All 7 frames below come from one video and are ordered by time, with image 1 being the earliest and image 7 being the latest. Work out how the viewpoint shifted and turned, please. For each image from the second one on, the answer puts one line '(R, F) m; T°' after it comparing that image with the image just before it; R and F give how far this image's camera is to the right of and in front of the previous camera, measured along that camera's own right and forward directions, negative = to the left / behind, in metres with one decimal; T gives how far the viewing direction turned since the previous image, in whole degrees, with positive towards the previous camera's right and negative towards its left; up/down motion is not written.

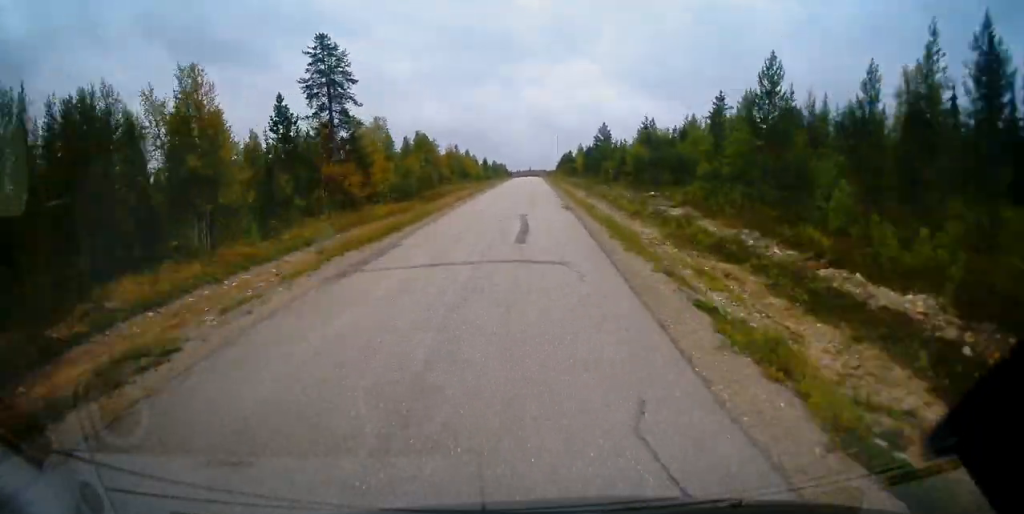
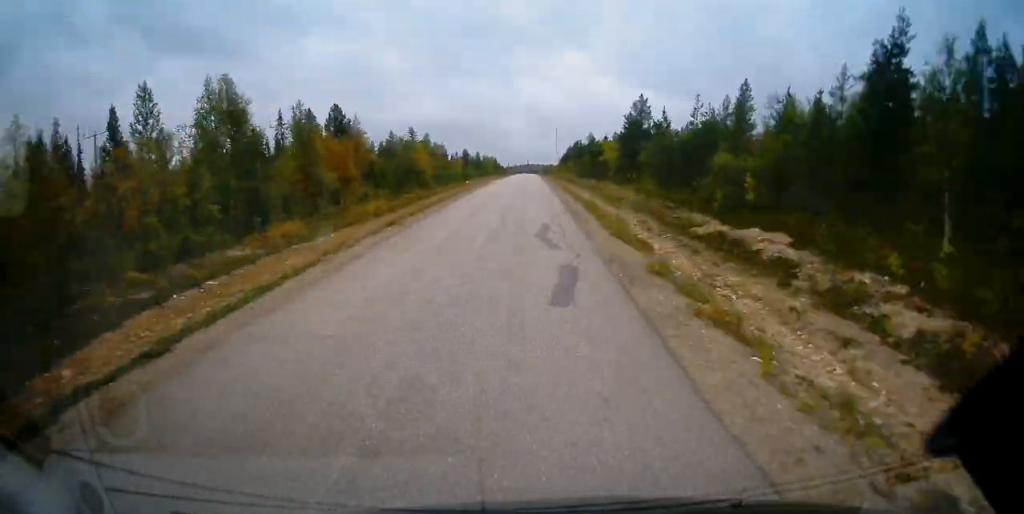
(+0.1, +51.5) m; 0°
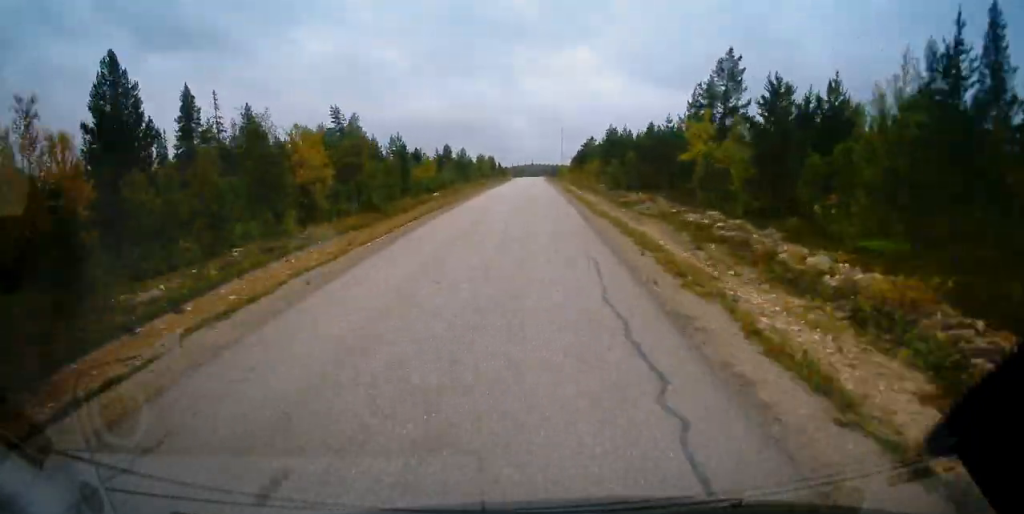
(+0.1, +40.1) m; 0°
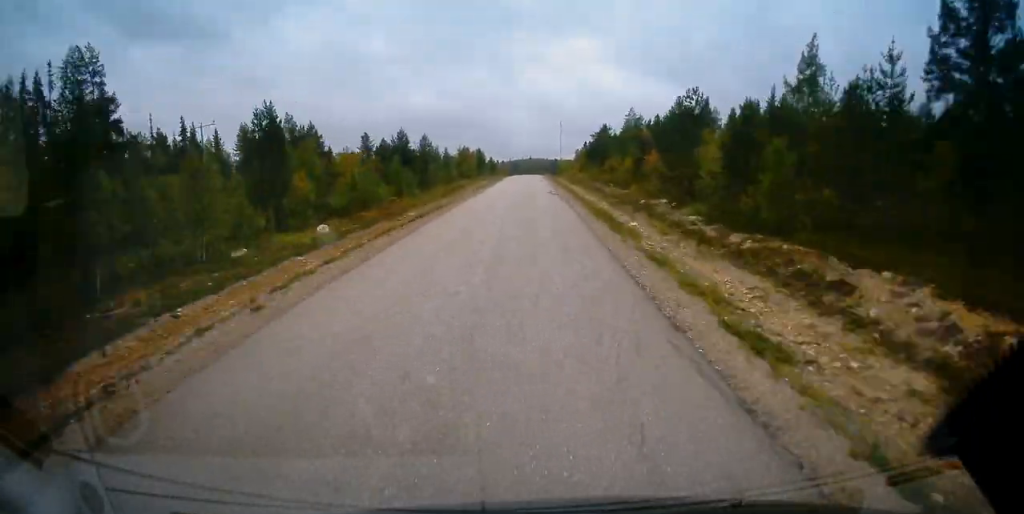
(-0.1, +35.4) m; 0°
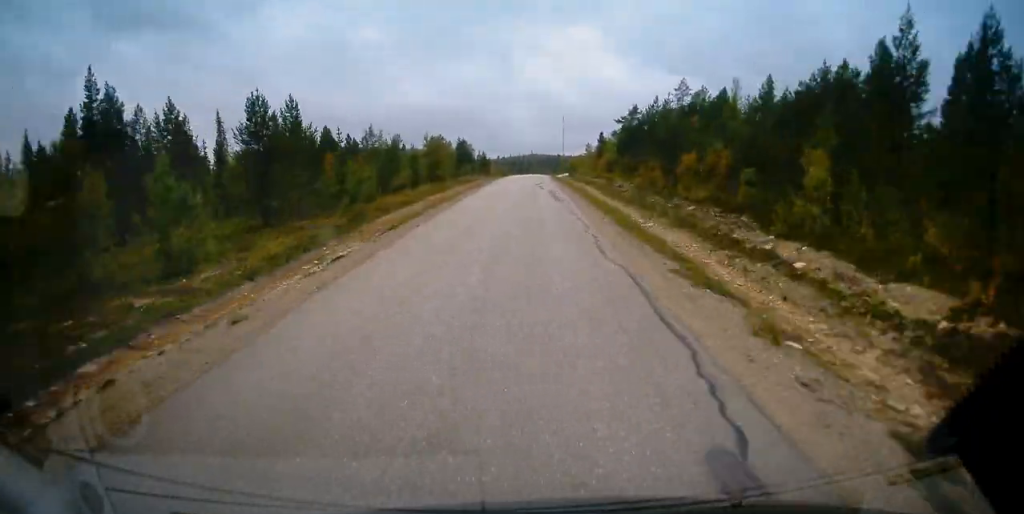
(-0.1, +40.2) m; 0°
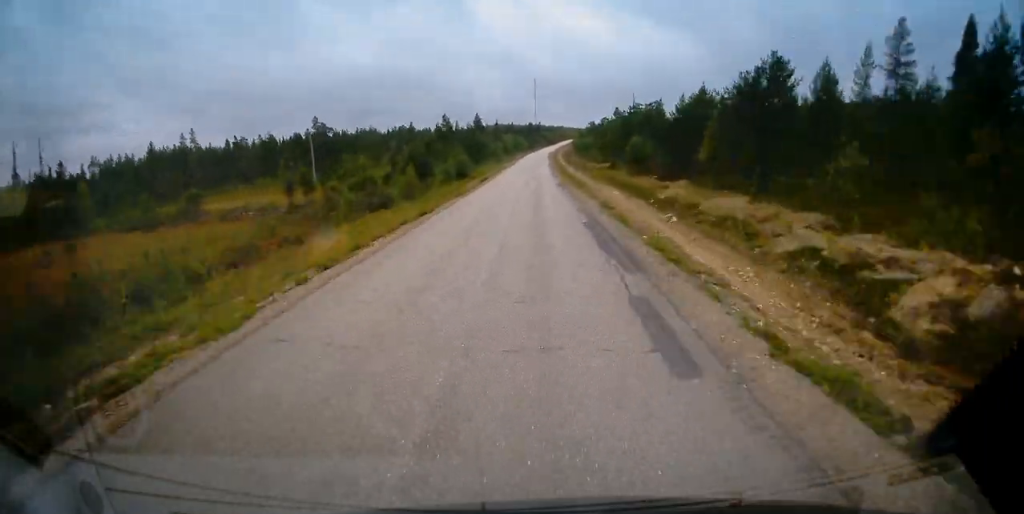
(+4.5, +199.2) m; +3°
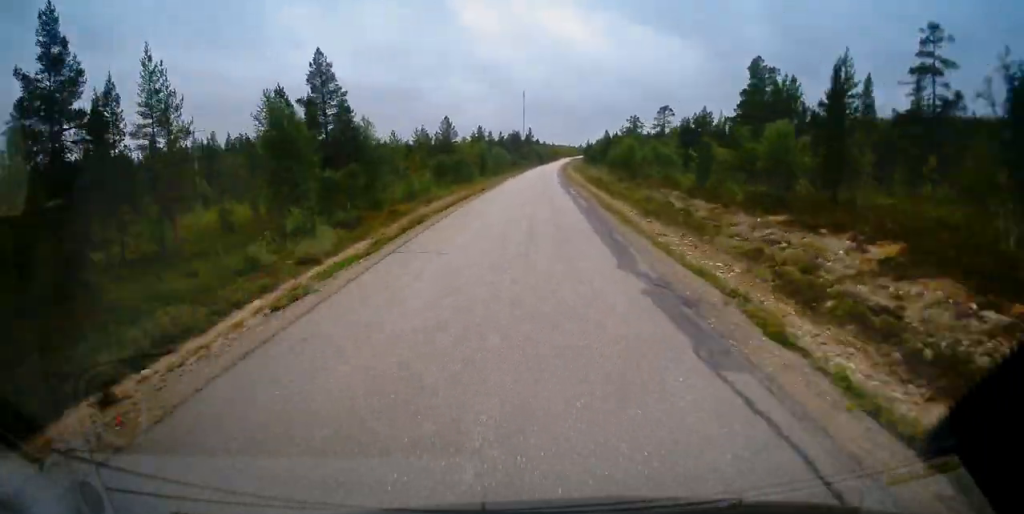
(+1.7, +107.1) m; +2°
